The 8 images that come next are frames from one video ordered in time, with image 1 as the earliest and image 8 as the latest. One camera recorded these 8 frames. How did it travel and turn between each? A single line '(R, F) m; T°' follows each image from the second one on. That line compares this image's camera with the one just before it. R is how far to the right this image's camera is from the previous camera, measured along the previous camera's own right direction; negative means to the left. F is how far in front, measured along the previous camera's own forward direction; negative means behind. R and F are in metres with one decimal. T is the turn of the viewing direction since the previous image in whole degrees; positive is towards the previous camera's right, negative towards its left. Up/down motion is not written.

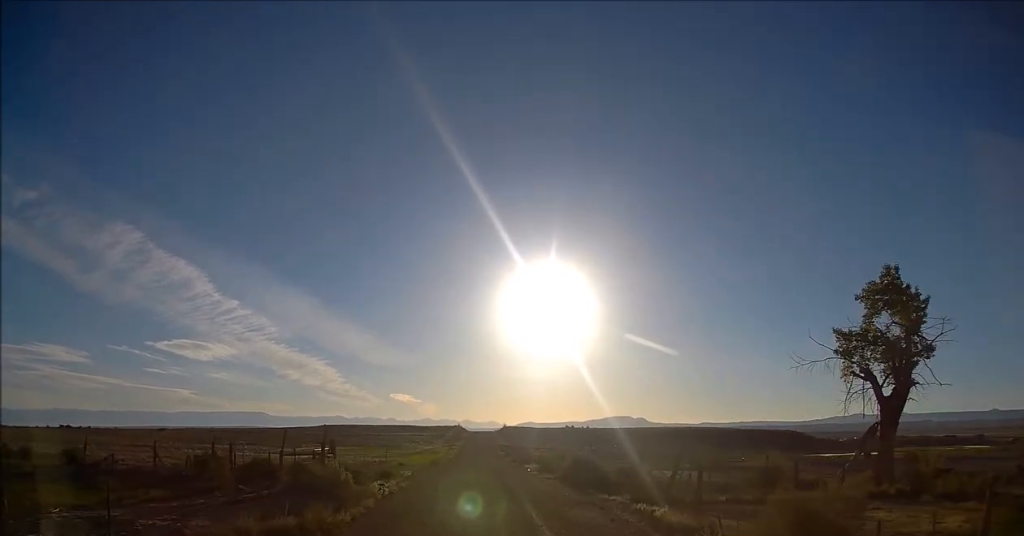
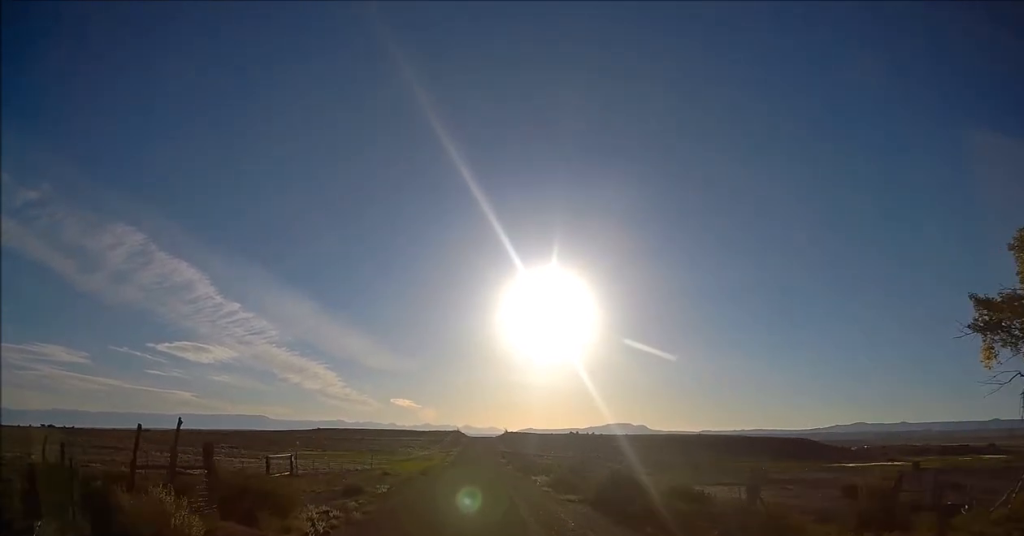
(-0.2, +10.9) m; -1°
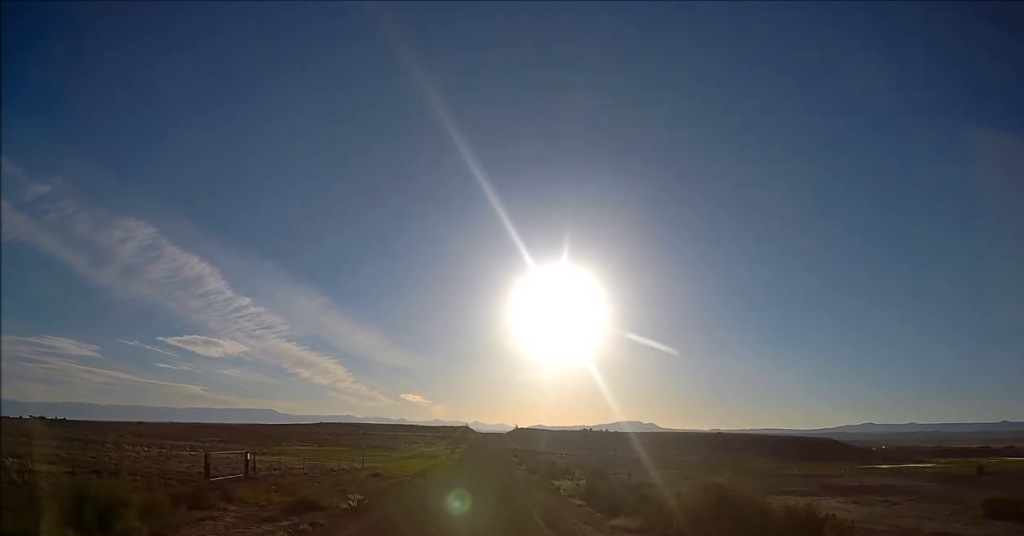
(0.0, +10.8) m; 0°
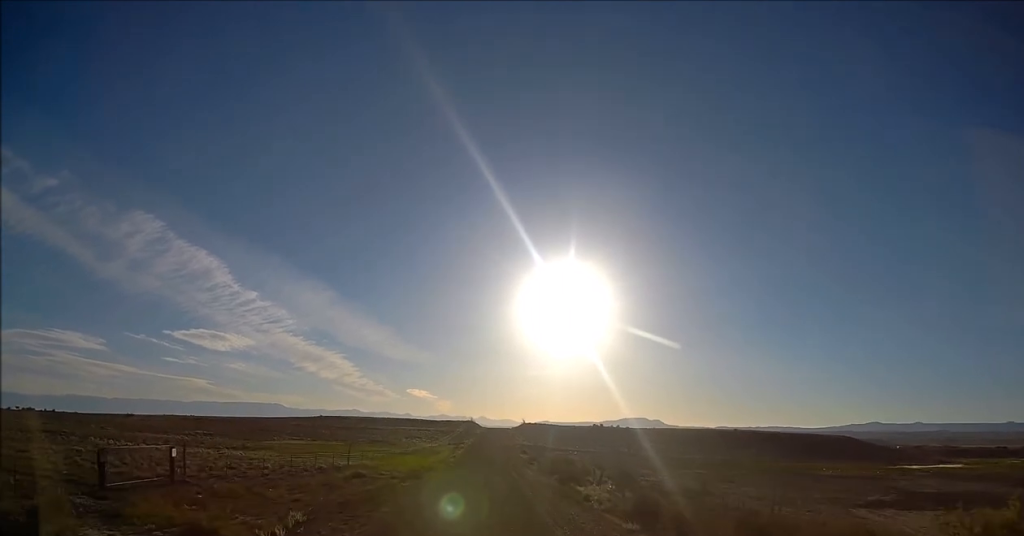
(0.0, +10.0) m; +1°
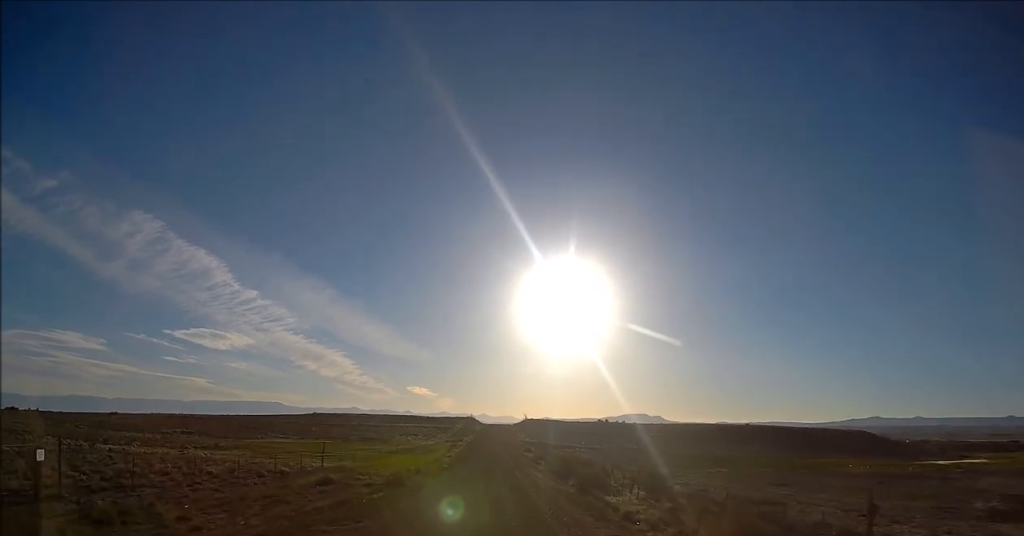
(0.0, +8.9) m; +1°
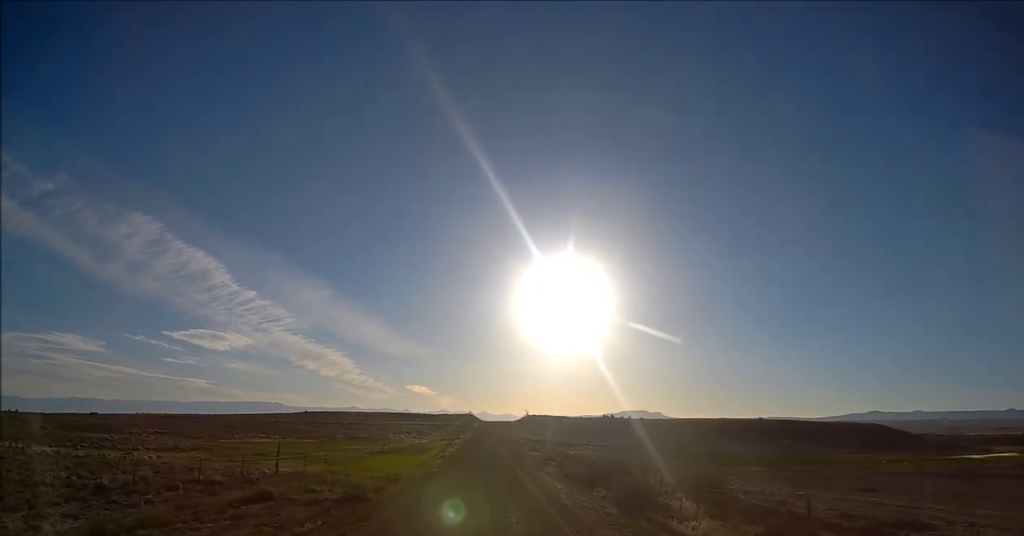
(+0.2, +10.1) m; 0°
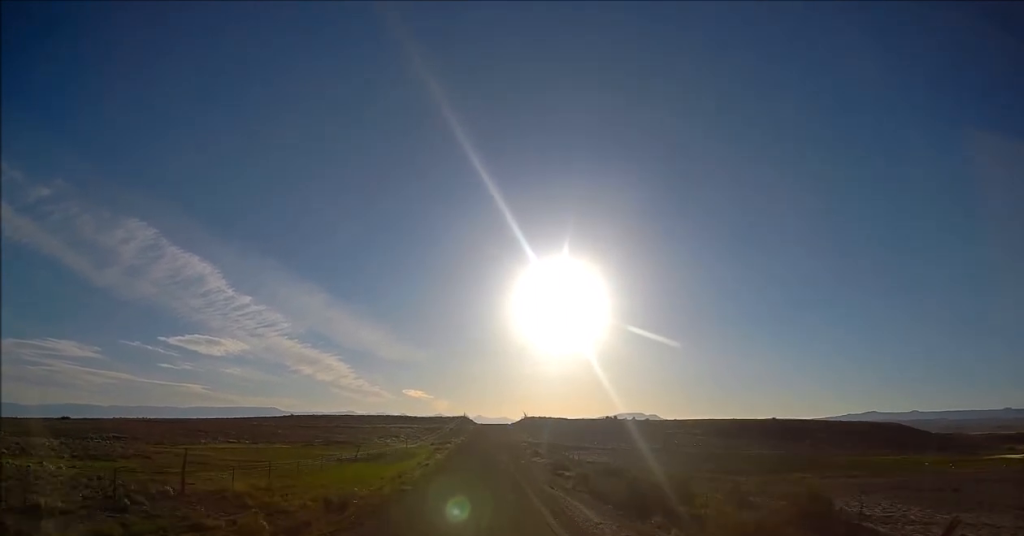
(-0.2, +11.3) m; -1°
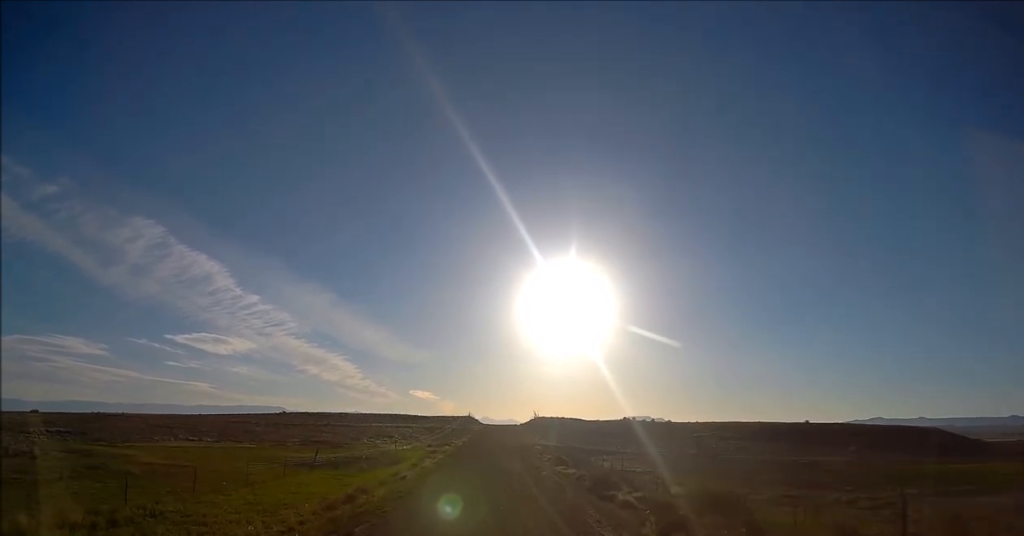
(0.0, +16.3) m; 0°
